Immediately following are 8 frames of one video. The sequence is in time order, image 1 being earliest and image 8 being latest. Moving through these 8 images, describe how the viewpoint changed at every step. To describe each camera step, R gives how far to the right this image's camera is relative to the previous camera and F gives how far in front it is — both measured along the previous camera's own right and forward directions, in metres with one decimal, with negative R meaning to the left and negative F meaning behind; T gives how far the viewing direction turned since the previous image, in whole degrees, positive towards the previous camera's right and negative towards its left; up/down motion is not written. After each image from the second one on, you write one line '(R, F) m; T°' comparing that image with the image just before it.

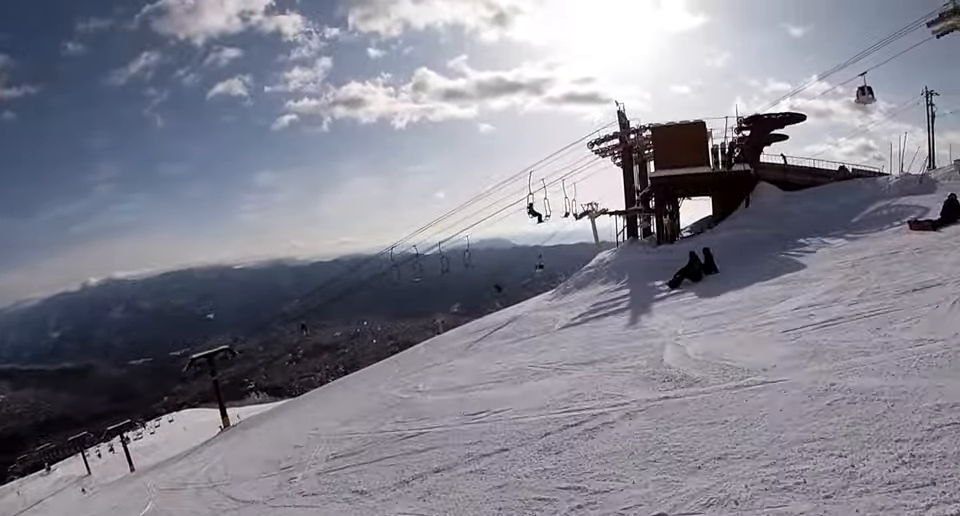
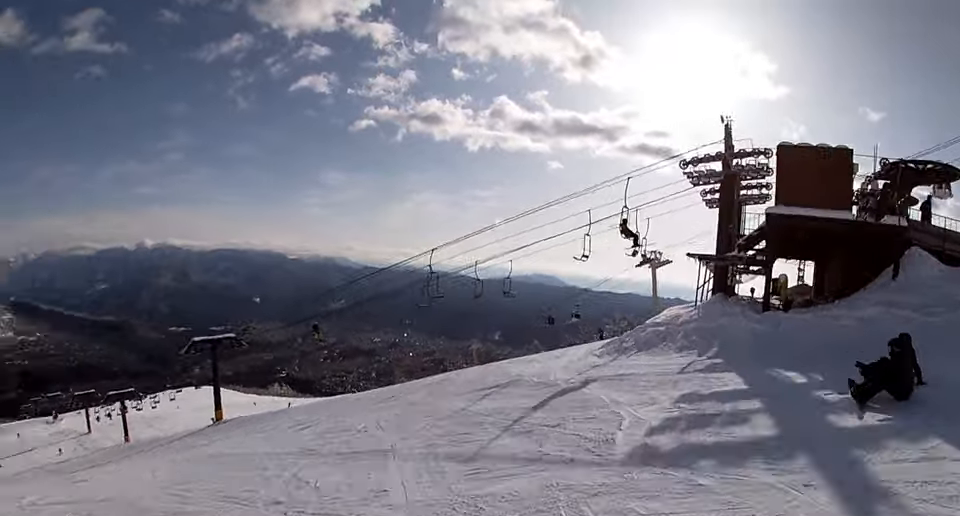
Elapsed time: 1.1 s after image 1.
(+0.4, +6.9) m; -9°
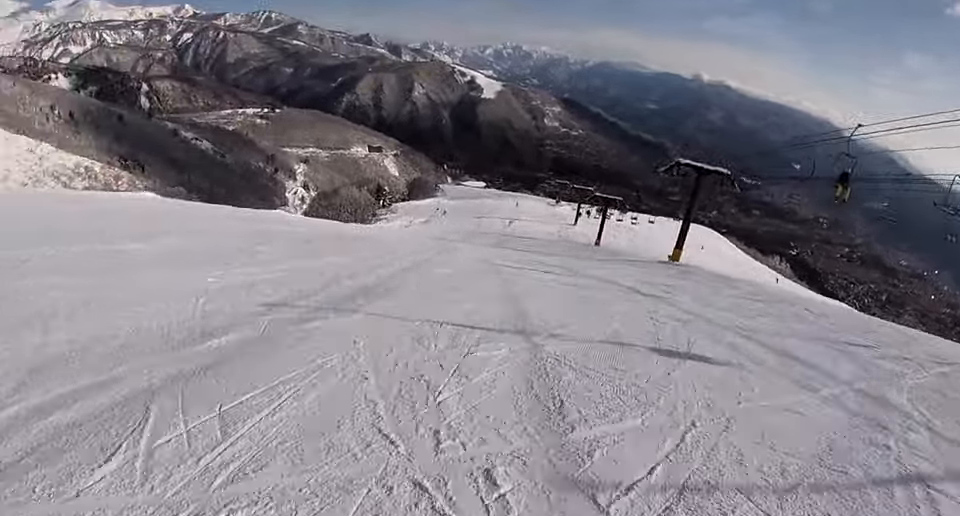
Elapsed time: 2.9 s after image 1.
(-5.0, +9.4) m; -57°
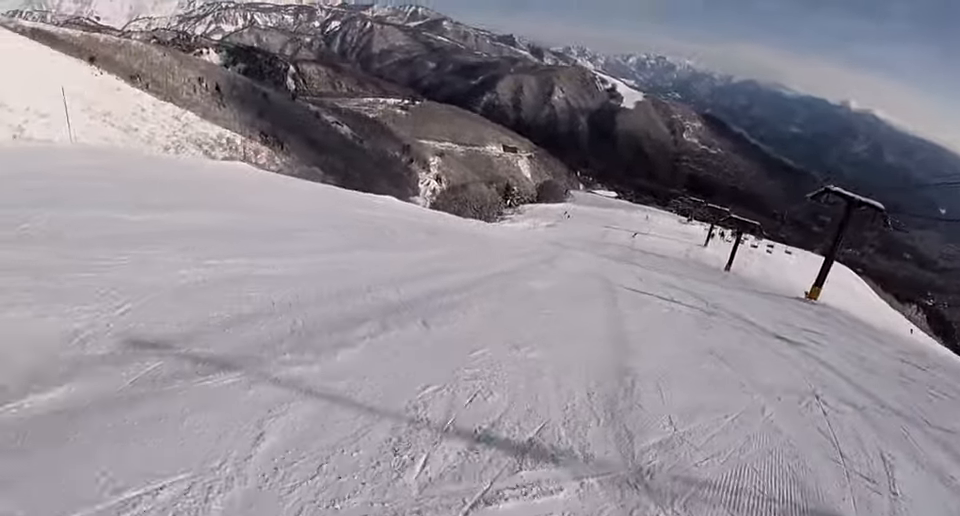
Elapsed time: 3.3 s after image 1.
(-0.7, +2.8) m; -7°
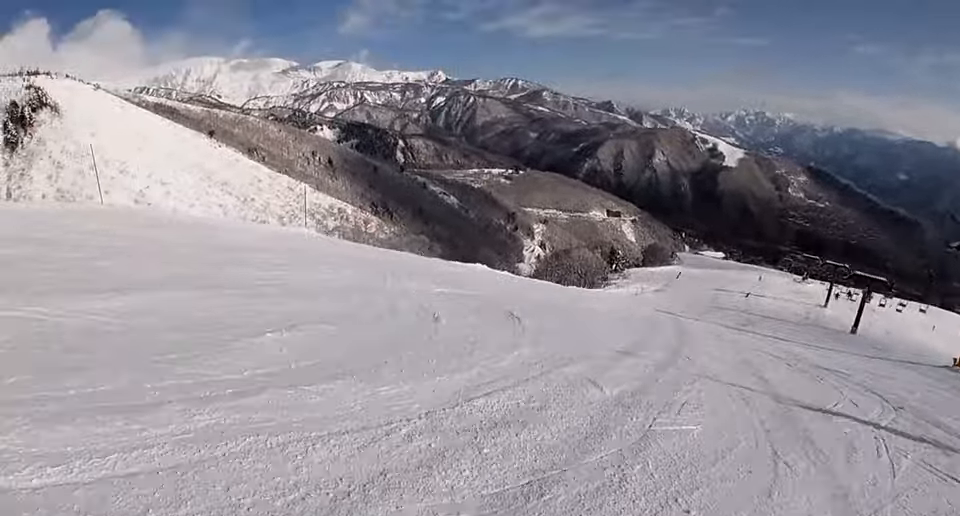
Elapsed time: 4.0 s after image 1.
(-0.4, +4.4) m; -2°
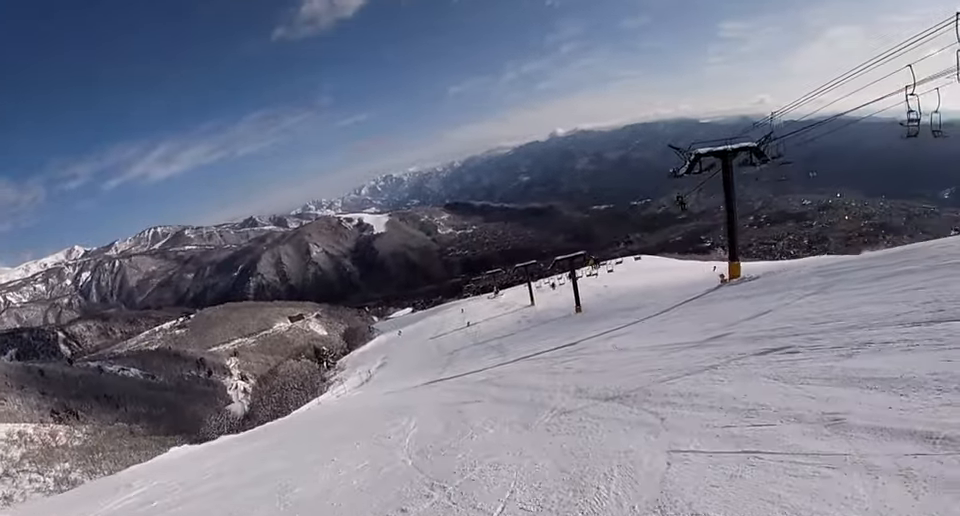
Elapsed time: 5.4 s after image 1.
(+1.3, +10.0) m; +32°
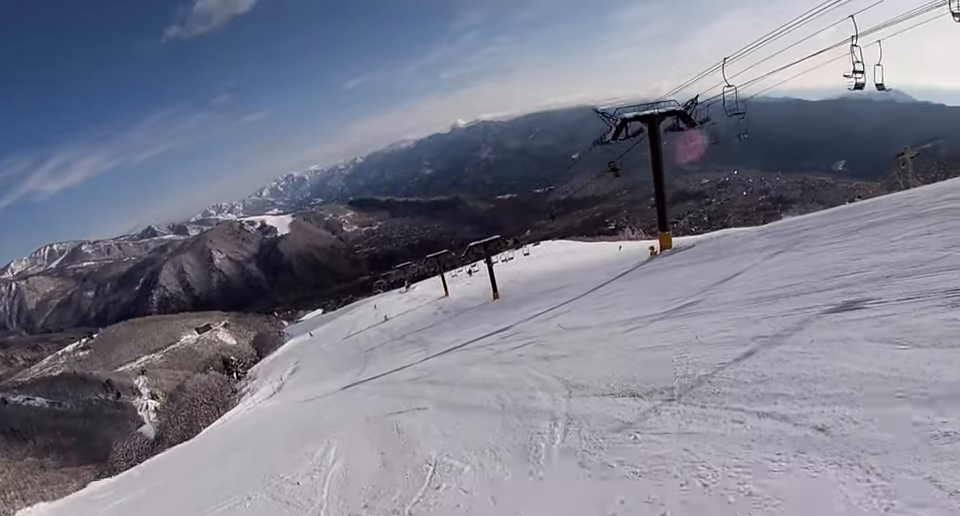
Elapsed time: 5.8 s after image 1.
(+0.2, +3.2) m; +13°
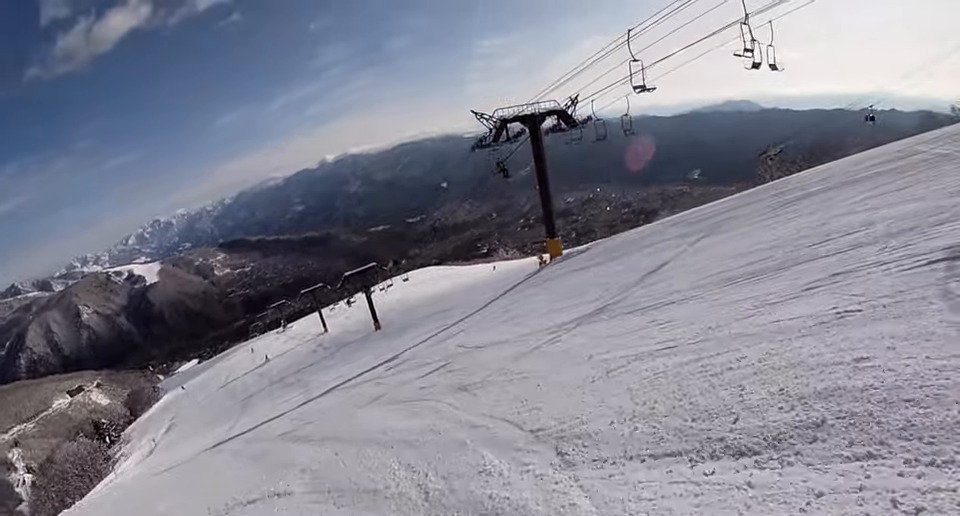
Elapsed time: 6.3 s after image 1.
(+1.2, +3.5) m; +10°
